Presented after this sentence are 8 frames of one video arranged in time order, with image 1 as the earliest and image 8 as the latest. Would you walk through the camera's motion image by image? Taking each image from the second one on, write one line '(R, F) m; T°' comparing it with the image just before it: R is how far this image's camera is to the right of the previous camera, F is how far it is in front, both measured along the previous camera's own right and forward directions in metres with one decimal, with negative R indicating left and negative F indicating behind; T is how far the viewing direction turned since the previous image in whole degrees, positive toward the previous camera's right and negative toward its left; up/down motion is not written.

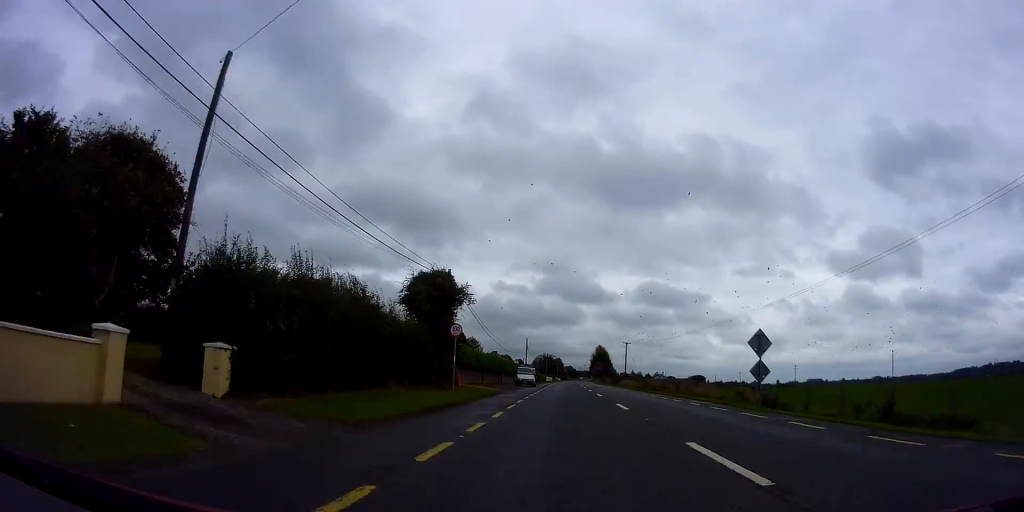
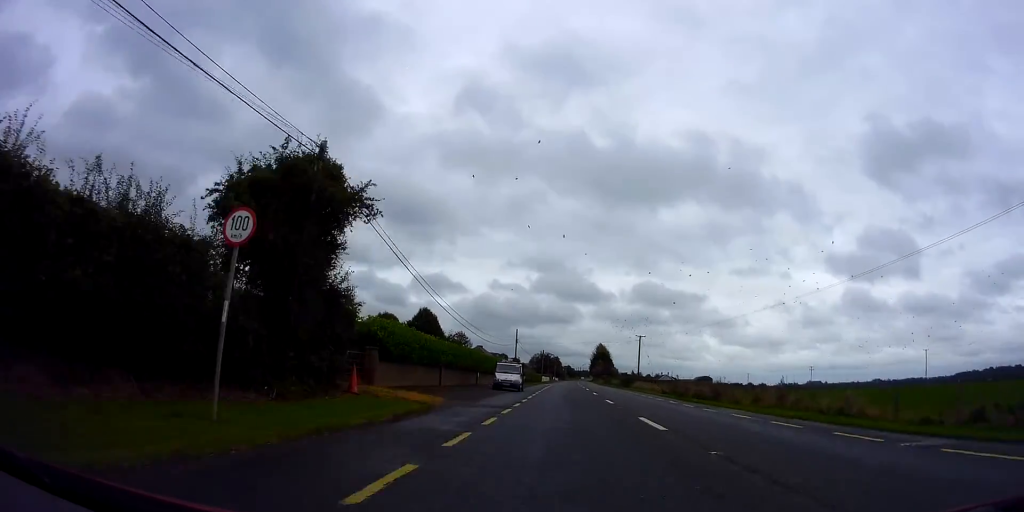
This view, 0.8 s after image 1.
(-0.1, +17.7) m; 0°
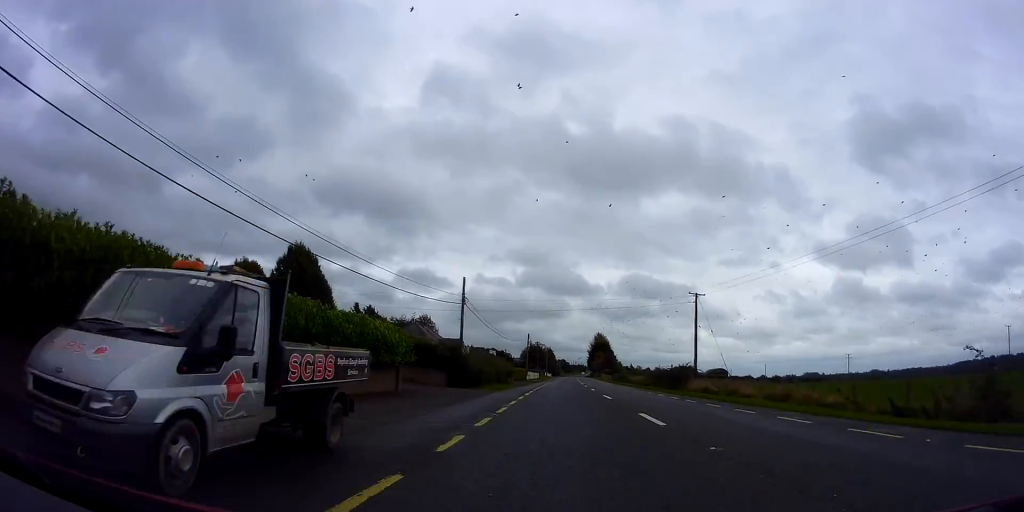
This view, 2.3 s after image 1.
(+0.2, +35.0) m; 0°
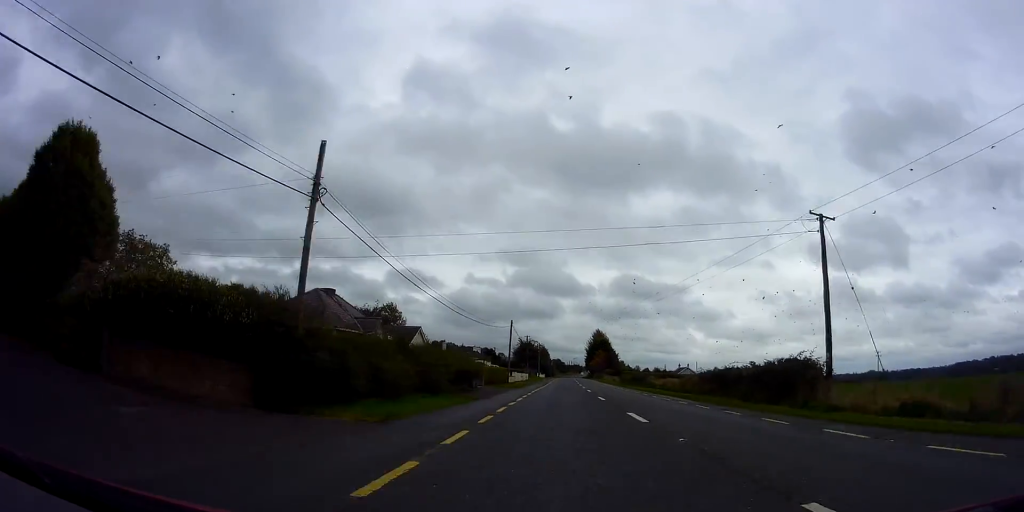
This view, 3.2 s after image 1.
(-0.3, +22.2) m; -1°
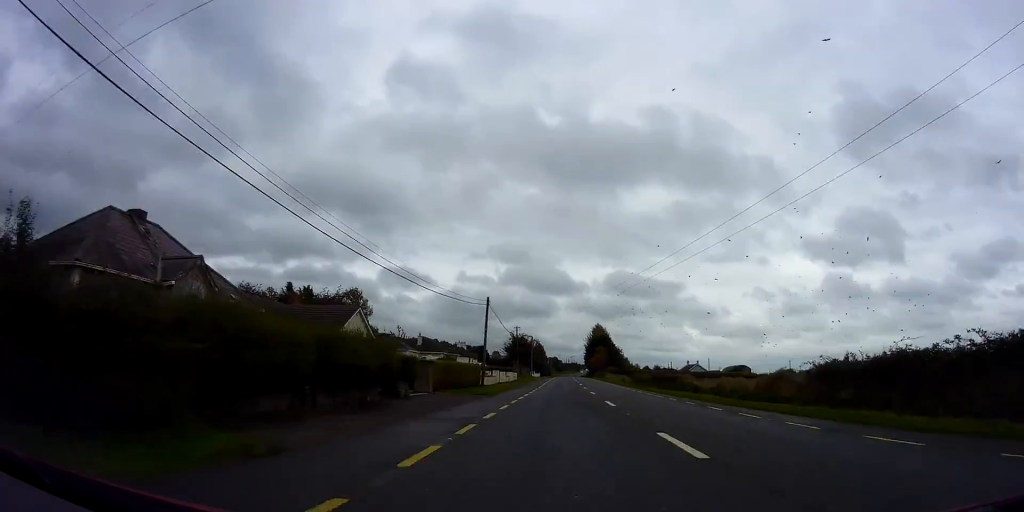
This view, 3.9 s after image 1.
(-0.2, +17.6) m; +1°
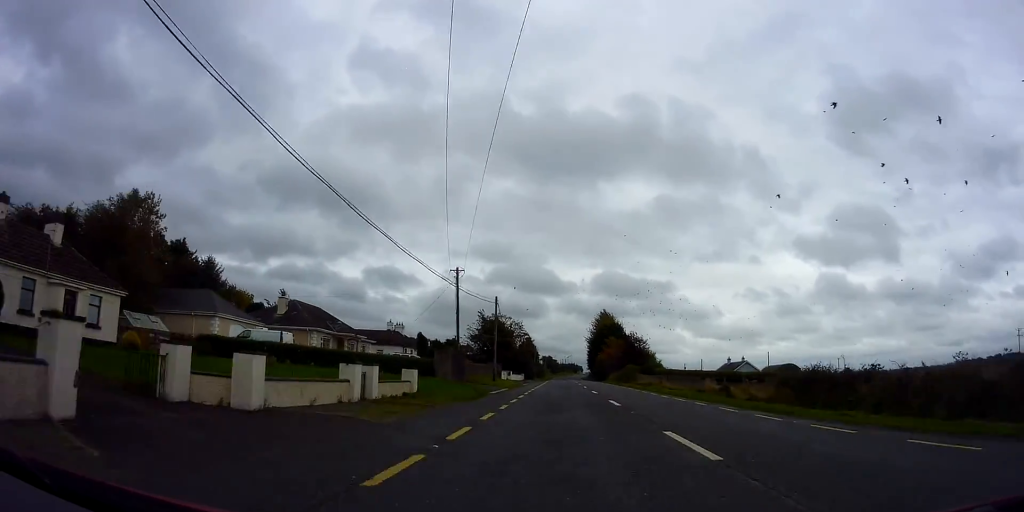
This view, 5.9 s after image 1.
(+1.7, +47.6) m; +2°
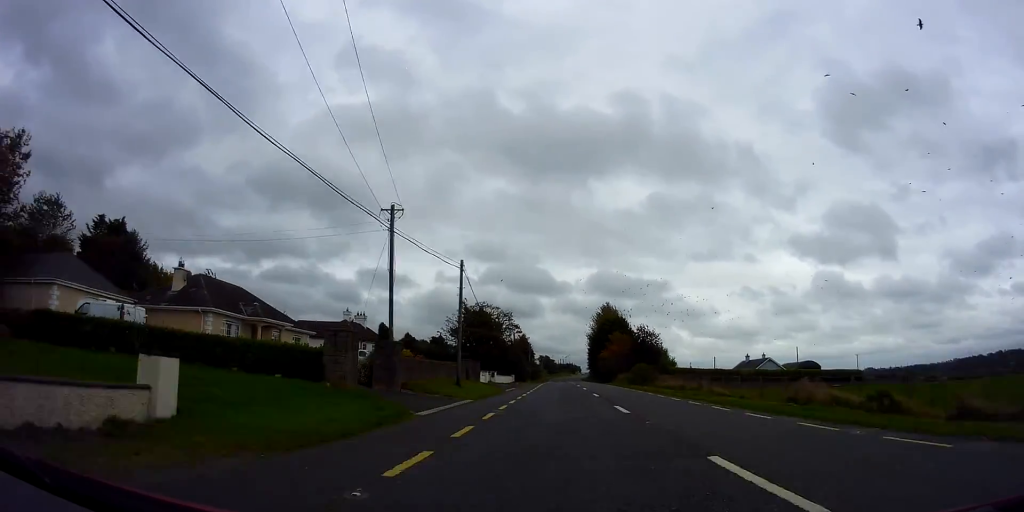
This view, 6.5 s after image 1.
(0.0, +14.7) m; 0°
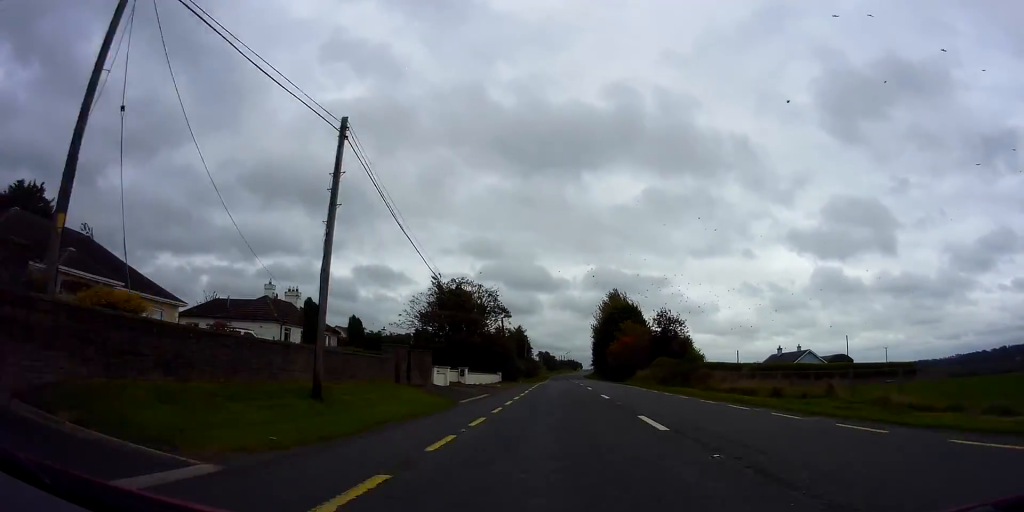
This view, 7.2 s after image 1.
(0.0, +17.3) m; -1°
